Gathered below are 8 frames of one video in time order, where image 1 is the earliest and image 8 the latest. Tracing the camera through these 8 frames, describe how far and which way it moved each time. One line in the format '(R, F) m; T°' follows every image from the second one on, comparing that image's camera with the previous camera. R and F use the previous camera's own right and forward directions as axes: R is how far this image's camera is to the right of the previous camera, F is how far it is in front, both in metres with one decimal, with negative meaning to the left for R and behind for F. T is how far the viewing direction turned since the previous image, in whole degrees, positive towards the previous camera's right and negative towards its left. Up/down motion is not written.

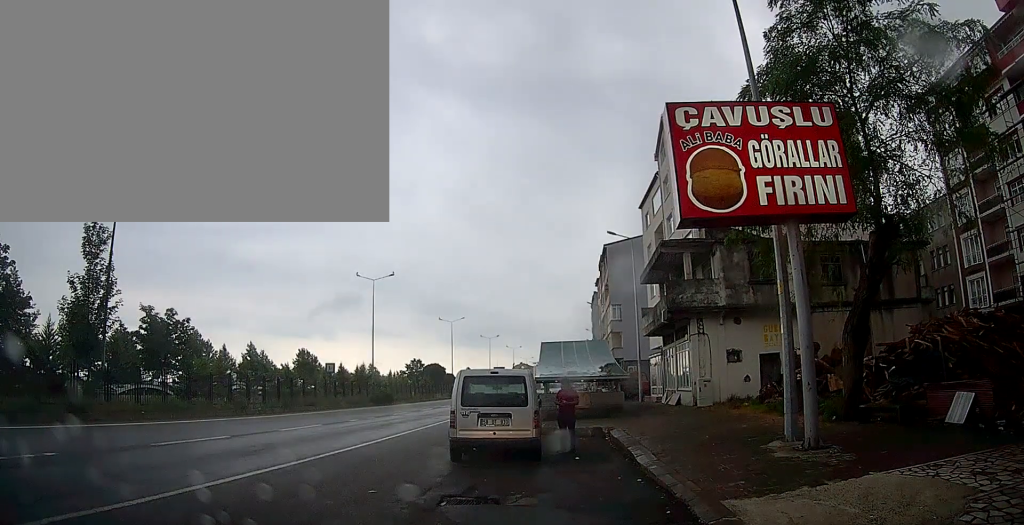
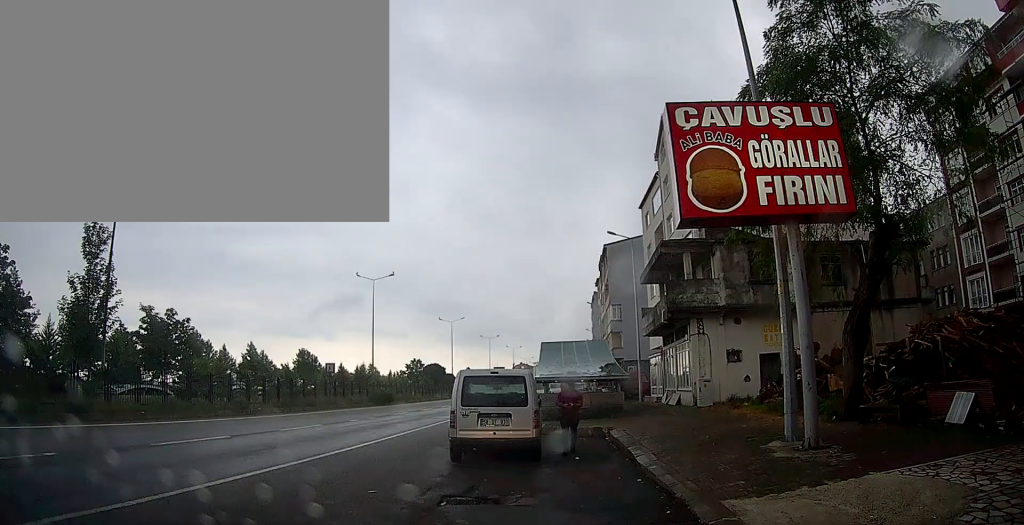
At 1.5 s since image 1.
(0.0, 0.0) m; 0°
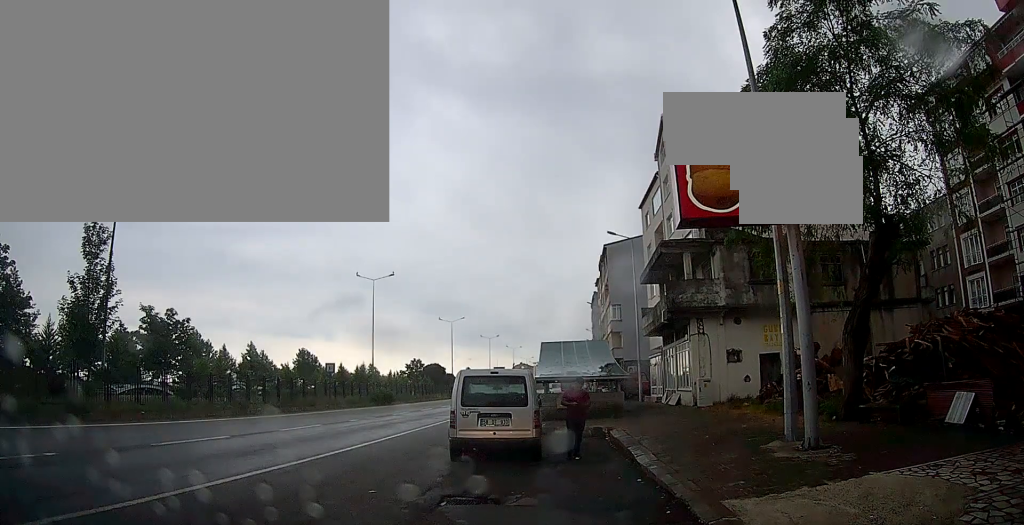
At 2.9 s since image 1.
(0.0, 0.0) m; 0°
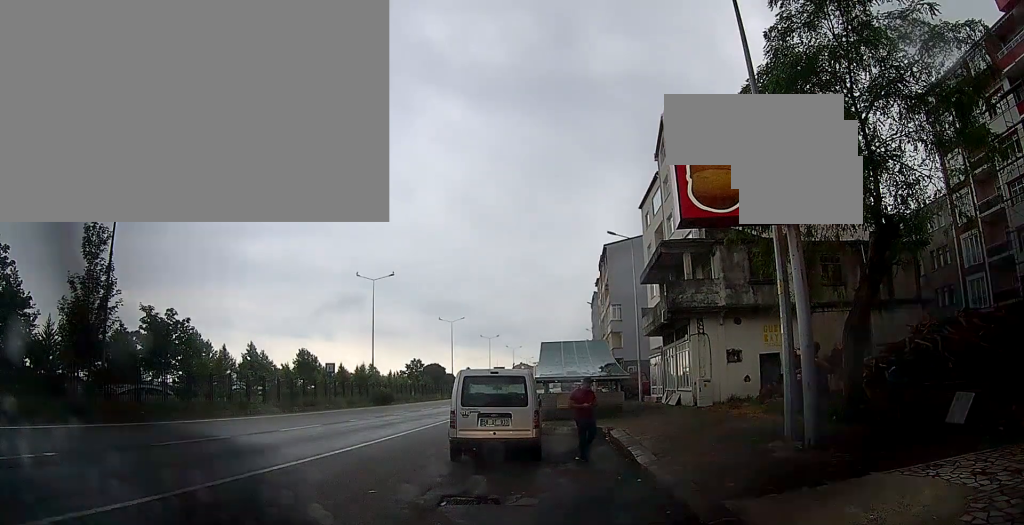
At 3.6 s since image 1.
(0.0, 0.0) m; 0°
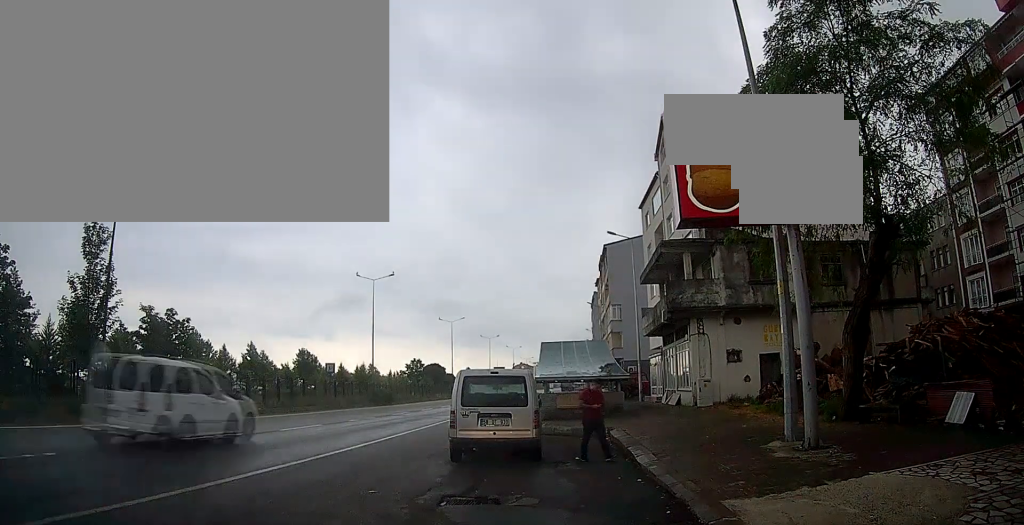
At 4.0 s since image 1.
(0.0, 0.0) m; 0°
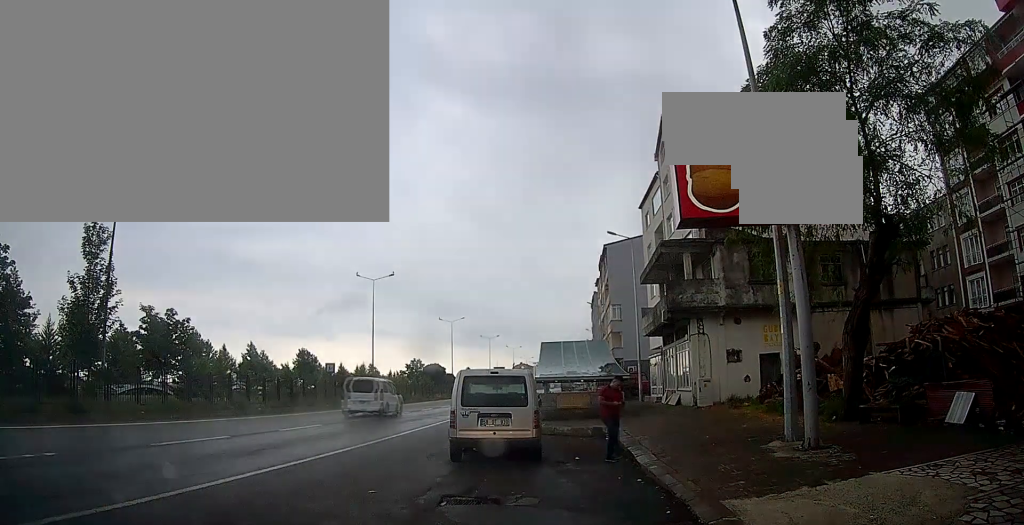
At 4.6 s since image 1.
(0.0, 0.0) m; 0°
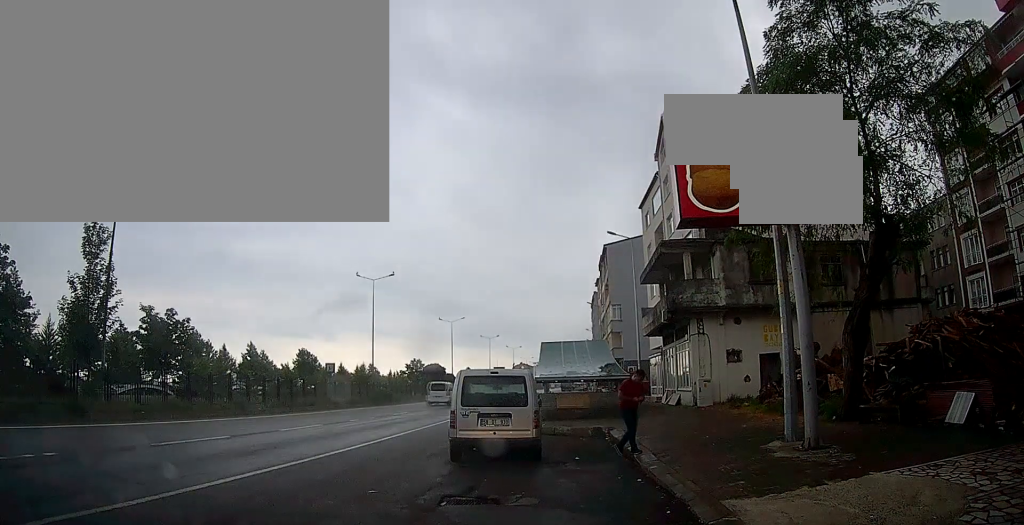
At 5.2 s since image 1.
(0.0, 0.0) m; 0°
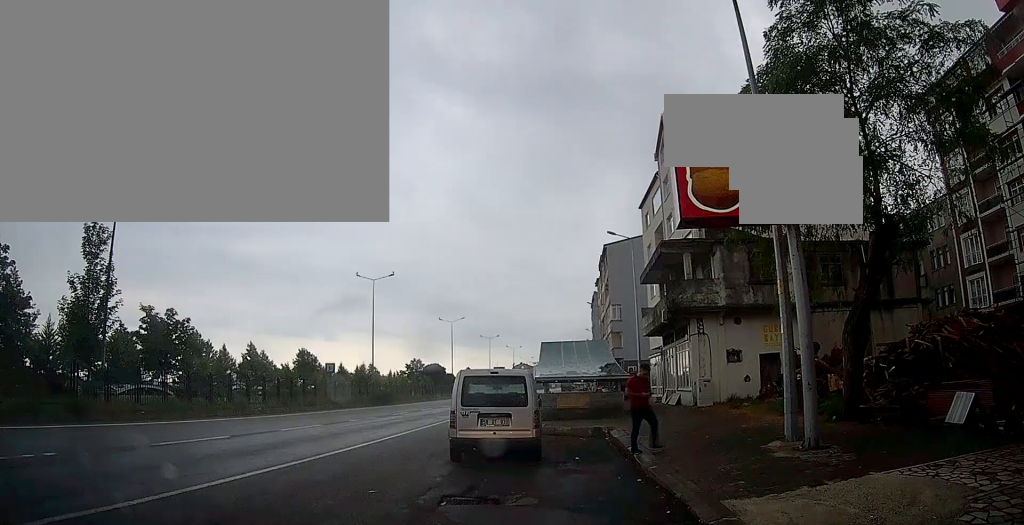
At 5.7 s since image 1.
(0.0, 0.0) m; 0°
